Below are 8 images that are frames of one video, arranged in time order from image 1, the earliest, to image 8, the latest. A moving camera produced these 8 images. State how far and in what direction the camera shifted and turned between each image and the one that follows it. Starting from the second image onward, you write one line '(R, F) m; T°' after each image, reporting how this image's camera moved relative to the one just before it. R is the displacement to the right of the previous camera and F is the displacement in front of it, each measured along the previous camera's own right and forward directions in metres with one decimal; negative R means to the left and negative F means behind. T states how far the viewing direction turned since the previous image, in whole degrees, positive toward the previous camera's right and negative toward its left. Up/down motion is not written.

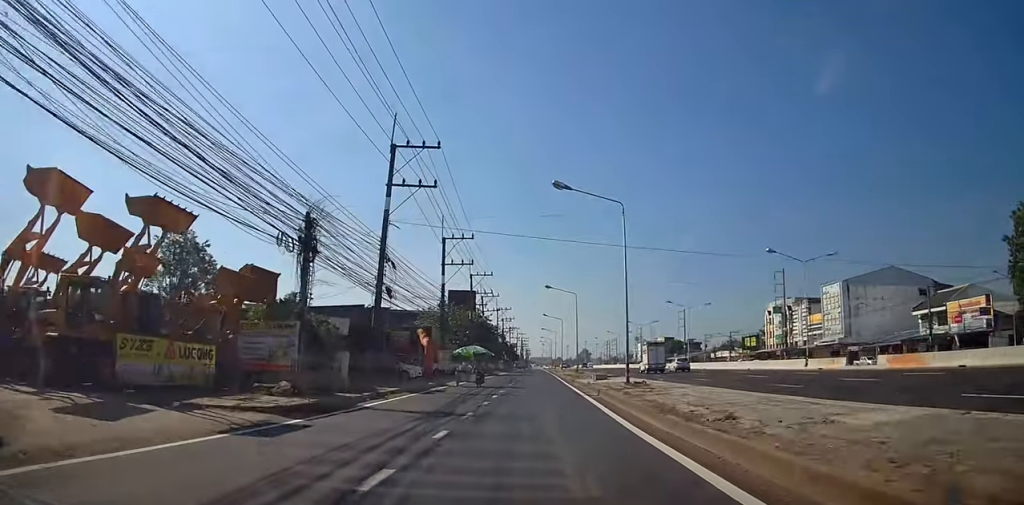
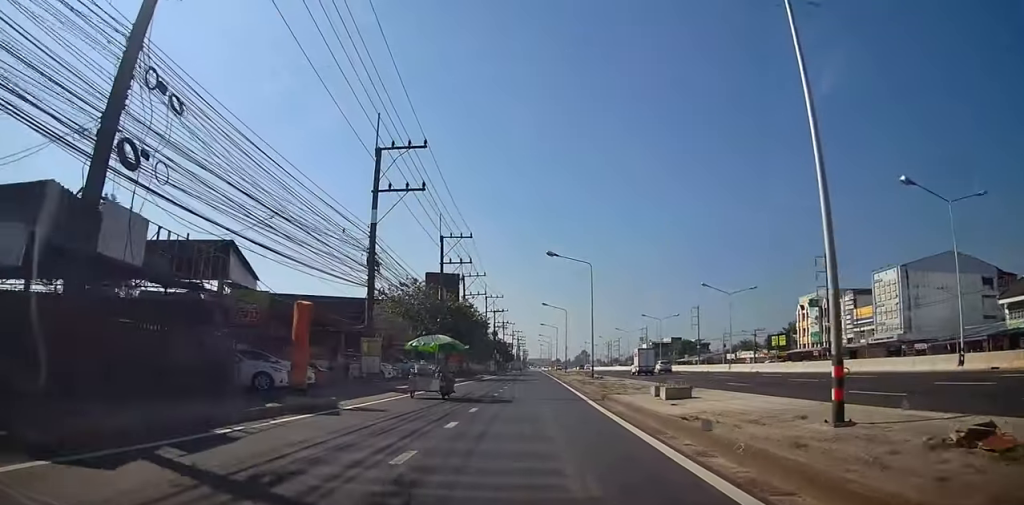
(-0.1, +18.9) m; -1°
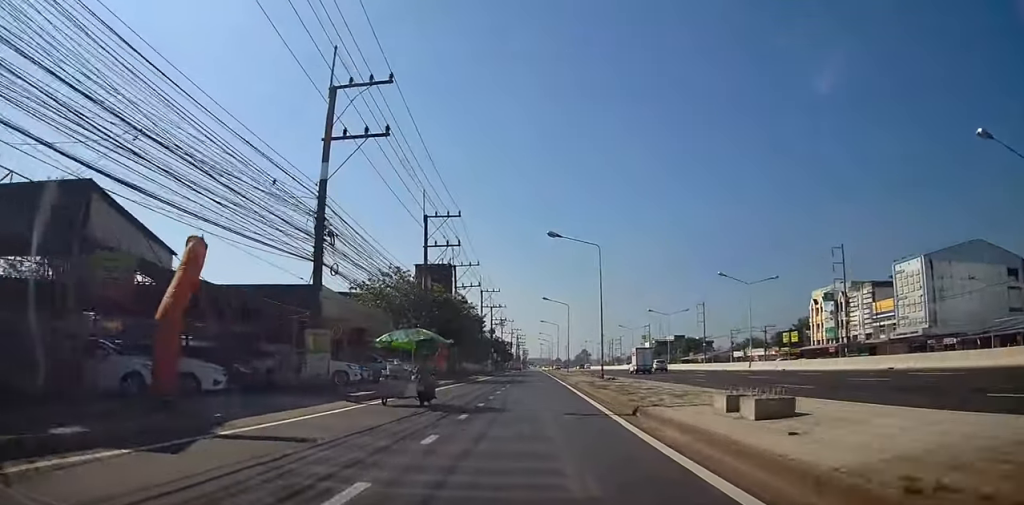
(0.0, +6.3) m; 0°
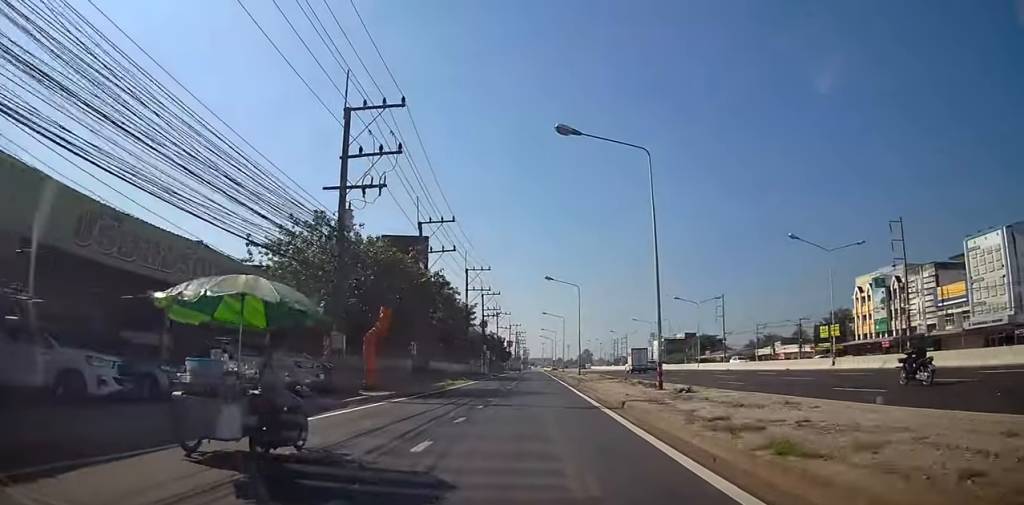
(0.0, +17.2) m; 0°
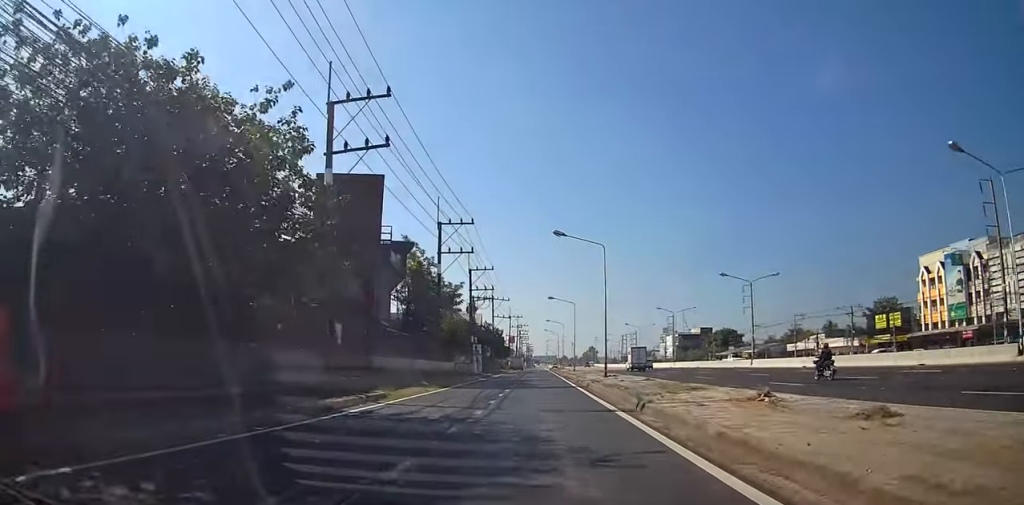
(+0.1, +18.7) m; 0°
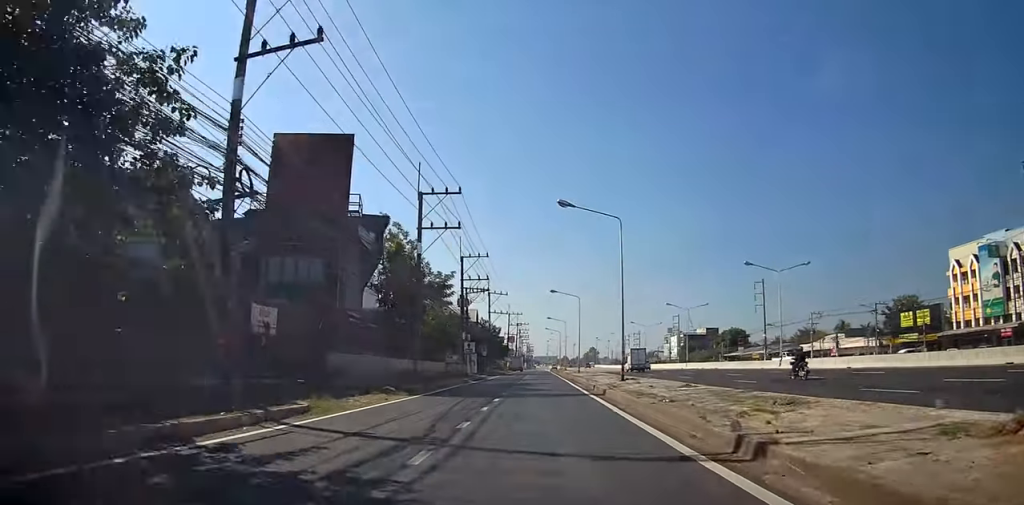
(0.0, +7.4) m; 0°
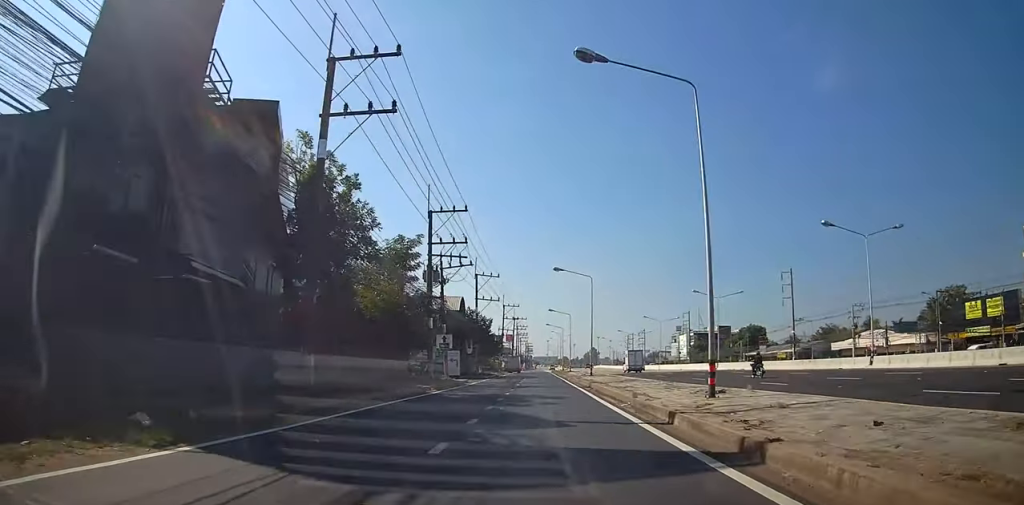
(+0.1, +15.8) m; 0°
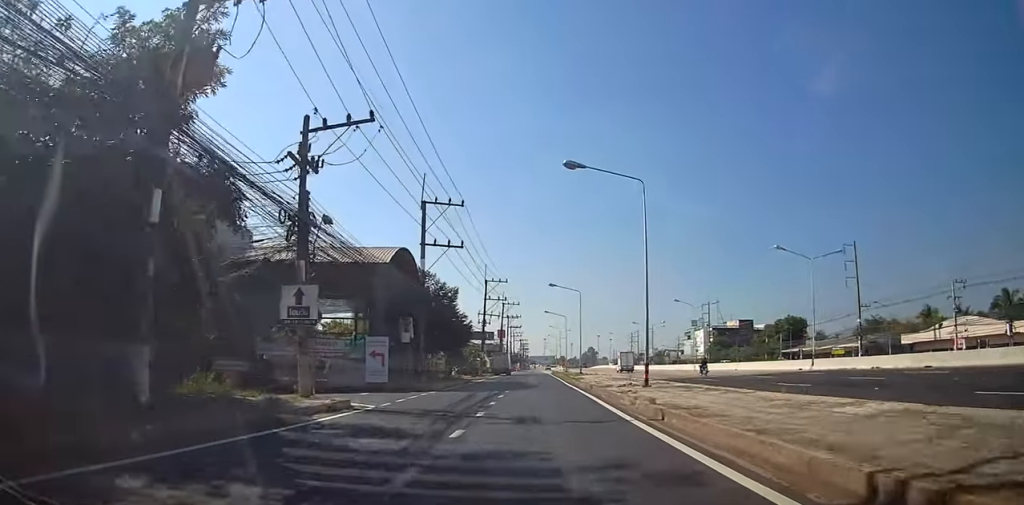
(0.0, +27.1) m; -2°
